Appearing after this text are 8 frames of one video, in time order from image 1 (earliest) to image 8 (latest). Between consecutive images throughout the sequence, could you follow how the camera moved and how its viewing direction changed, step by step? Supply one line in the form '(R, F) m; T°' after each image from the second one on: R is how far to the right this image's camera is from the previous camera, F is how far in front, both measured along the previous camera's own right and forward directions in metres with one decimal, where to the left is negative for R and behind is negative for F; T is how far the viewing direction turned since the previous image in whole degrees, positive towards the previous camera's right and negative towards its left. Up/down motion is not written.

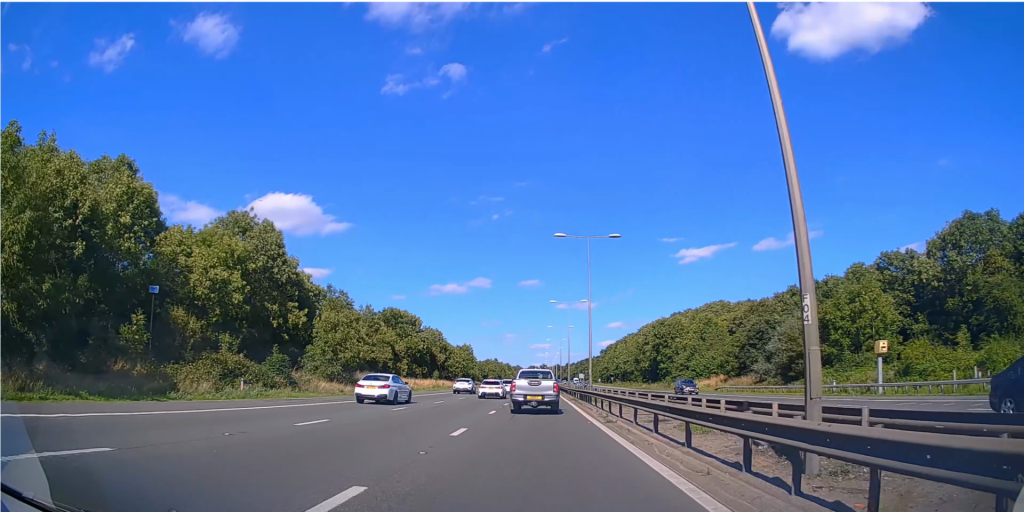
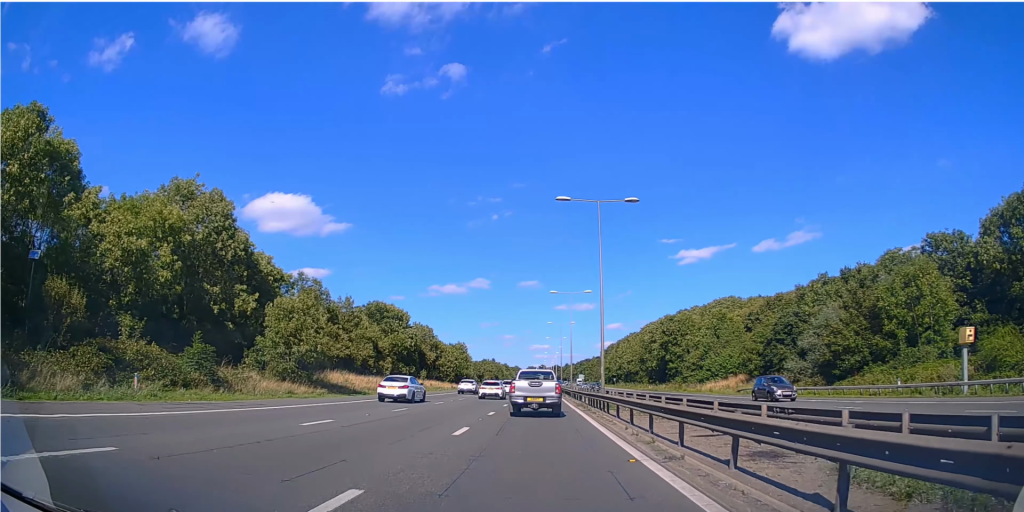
(+0.1, +7.8) m; 0°
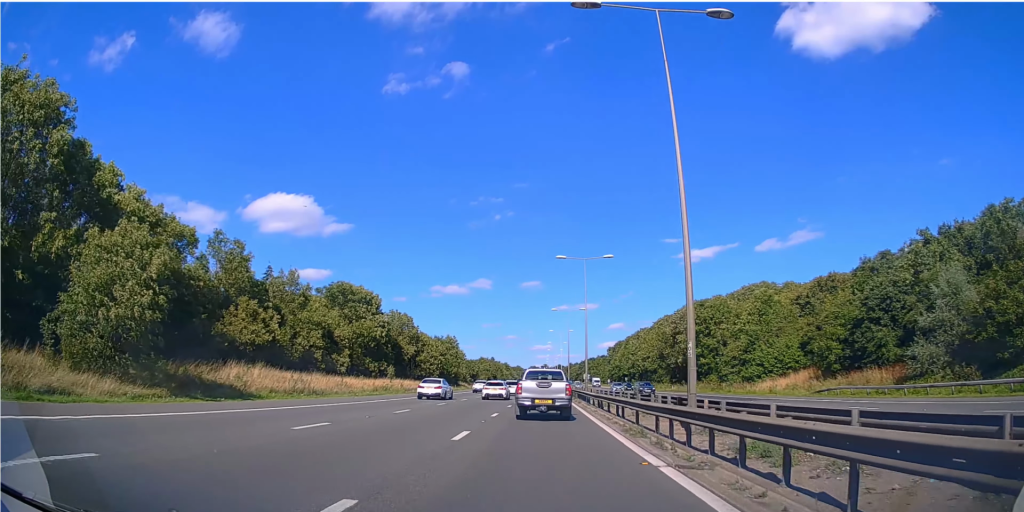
(-0.3, +17.7) m; -2°
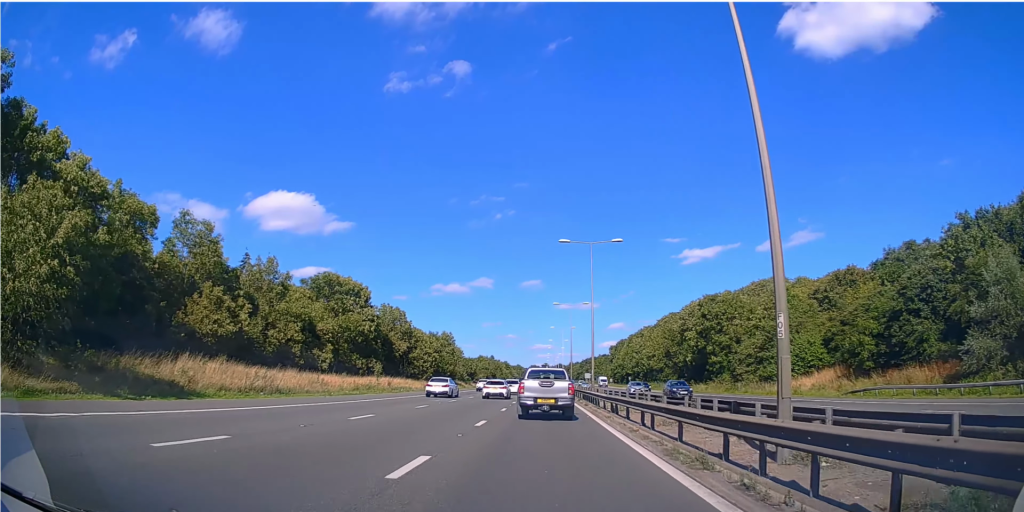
(0.0, +4.8) m; 0°
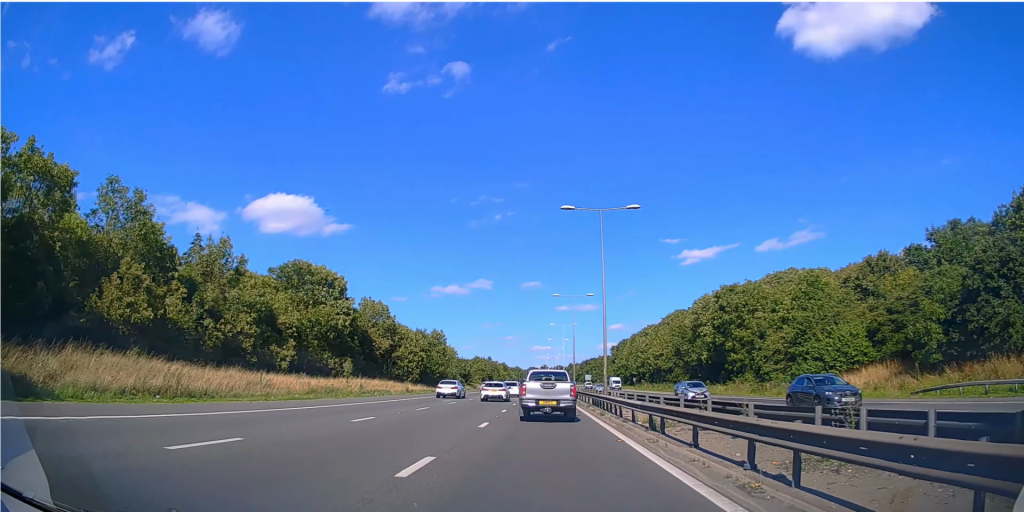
(-0.1, +8.3) m; +2°
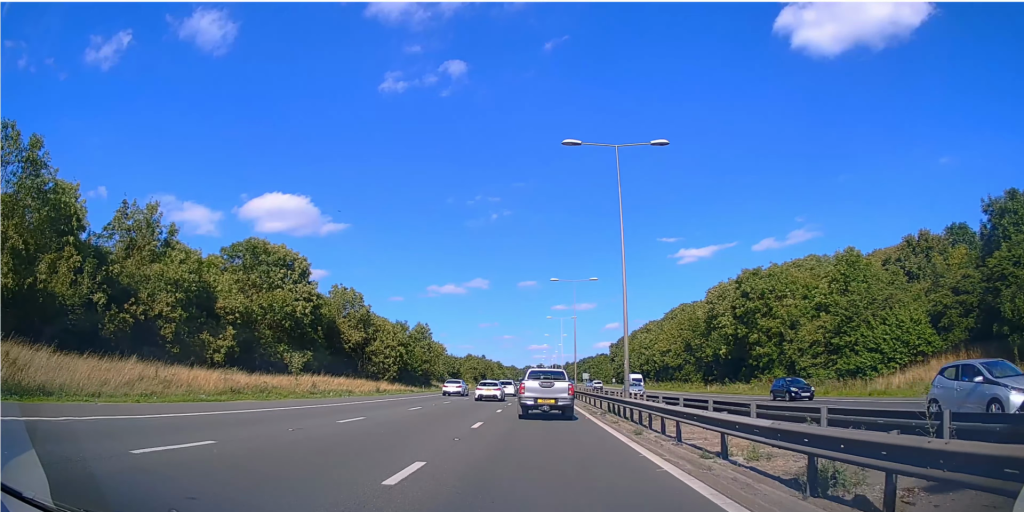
(+0.5, +9.4) m; +1°
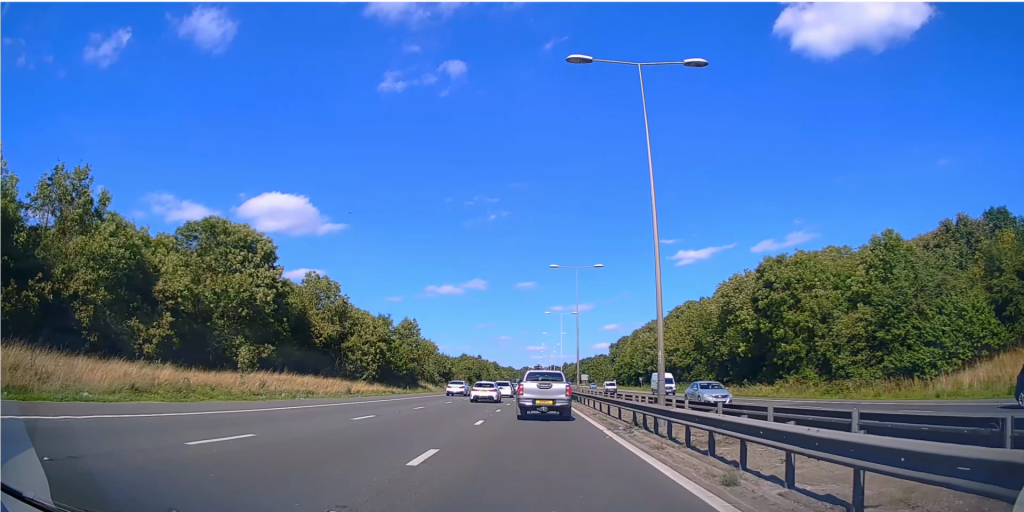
(-0.1, +7.2) m; -1°
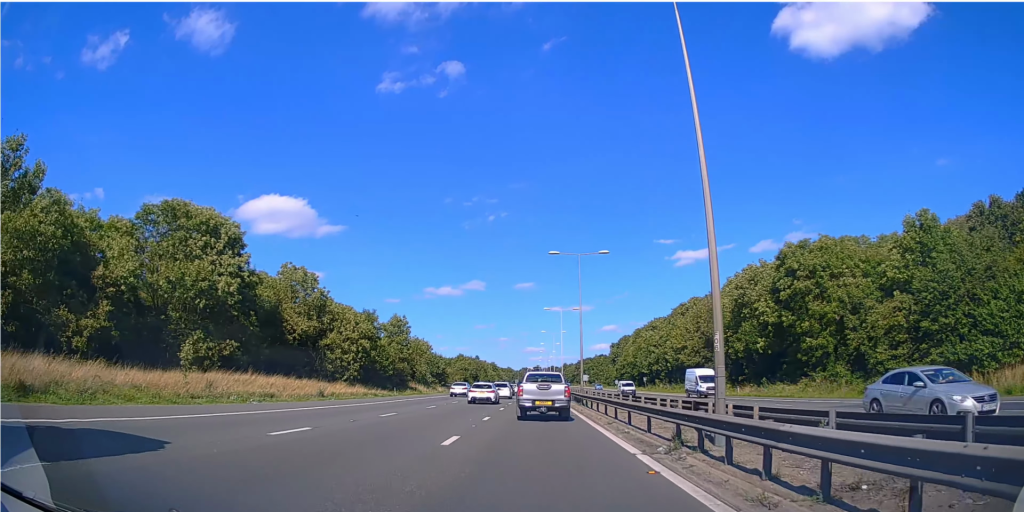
(-0.1, +5.6) m; -1°
